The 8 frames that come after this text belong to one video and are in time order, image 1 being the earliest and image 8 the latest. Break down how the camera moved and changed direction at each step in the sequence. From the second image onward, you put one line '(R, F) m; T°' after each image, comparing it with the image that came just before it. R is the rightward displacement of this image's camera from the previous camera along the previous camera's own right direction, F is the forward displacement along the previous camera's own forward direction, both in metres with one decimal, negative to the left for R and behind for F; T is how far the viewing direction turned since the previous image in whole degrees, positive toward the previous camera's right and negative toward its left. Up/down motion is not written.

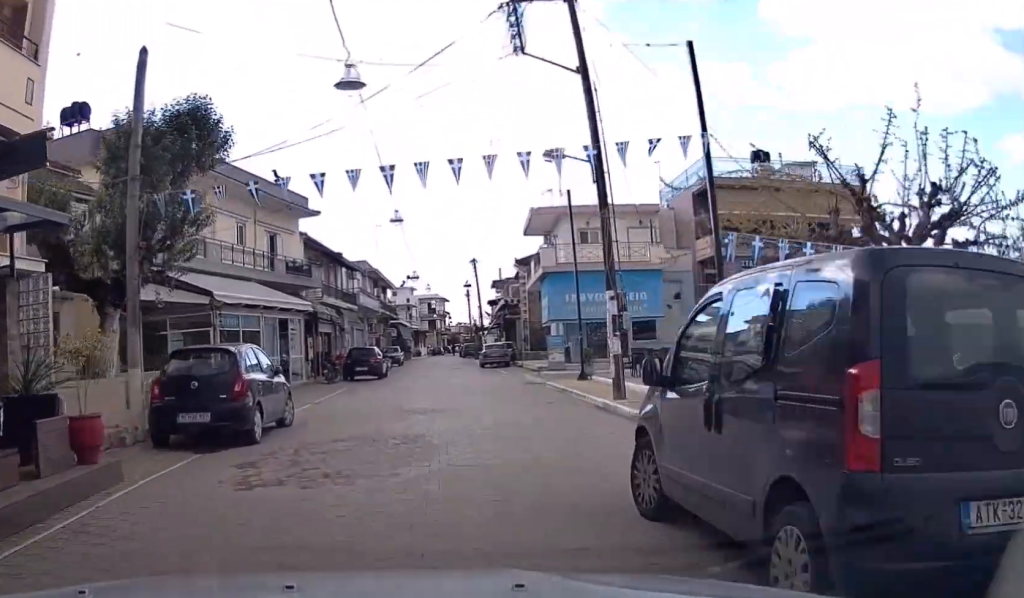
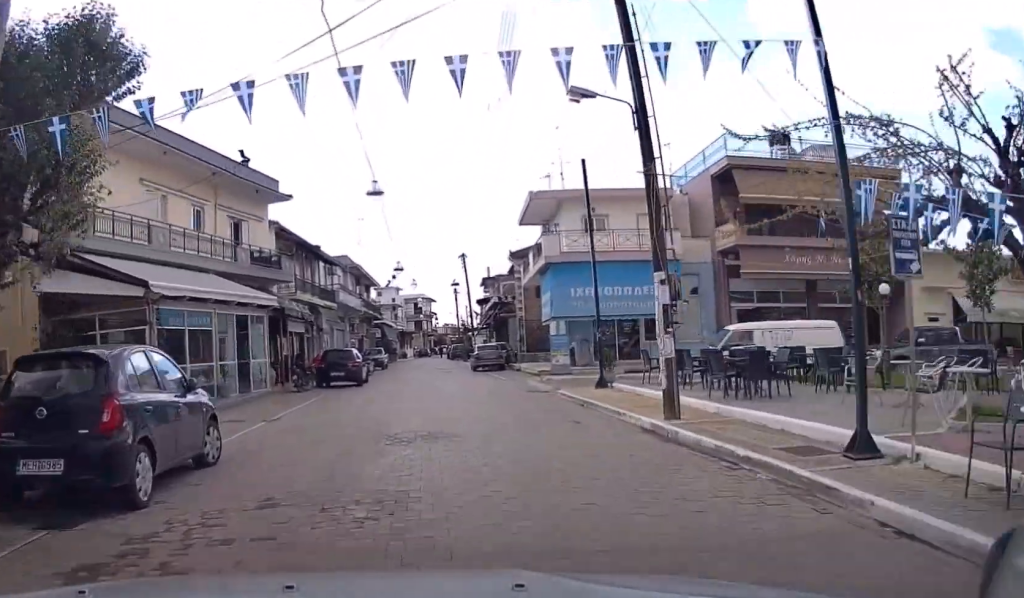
(-0.4, +4.4) m; 0°
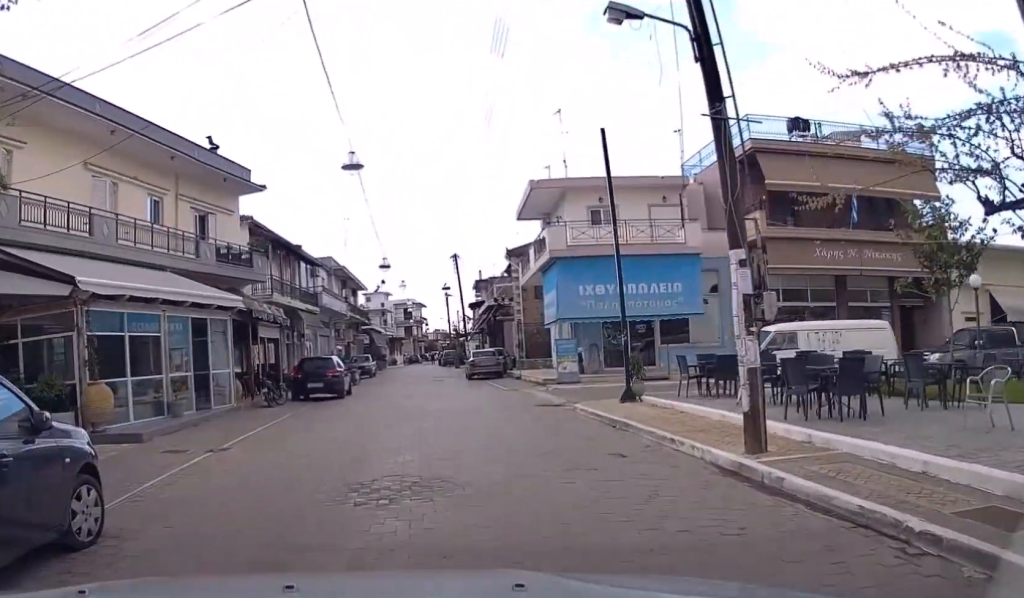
(-0.1, +3.6) m; +1°
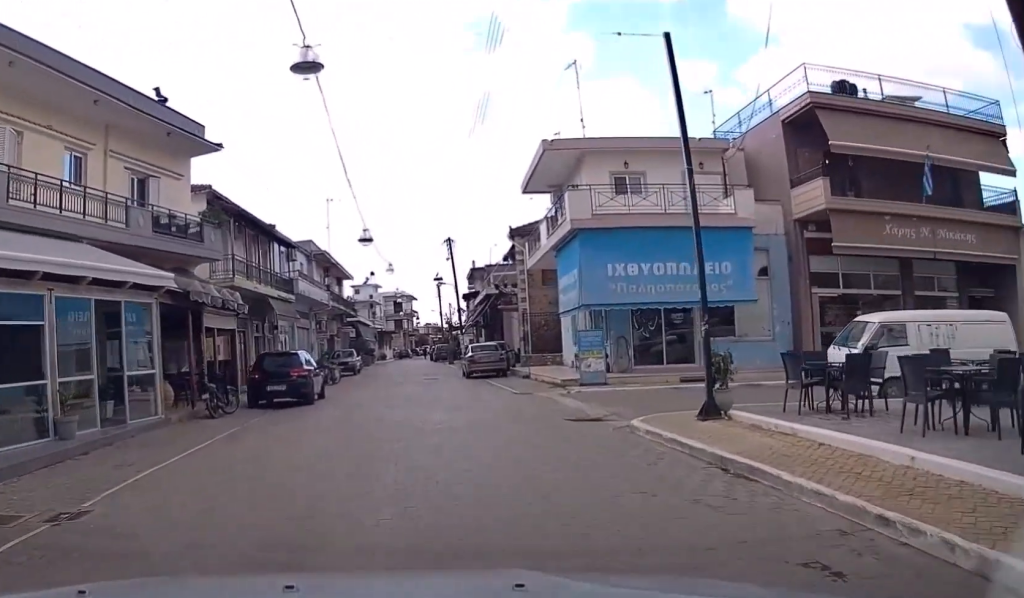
(+0.3, +5.2) m; +3°
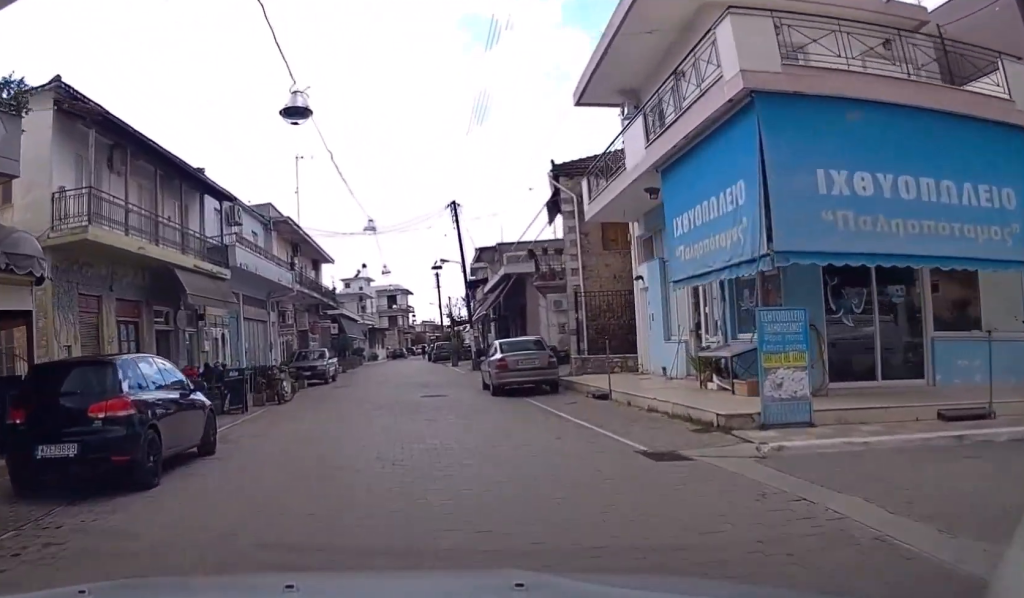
(+0.3, +12.0) m; +3°
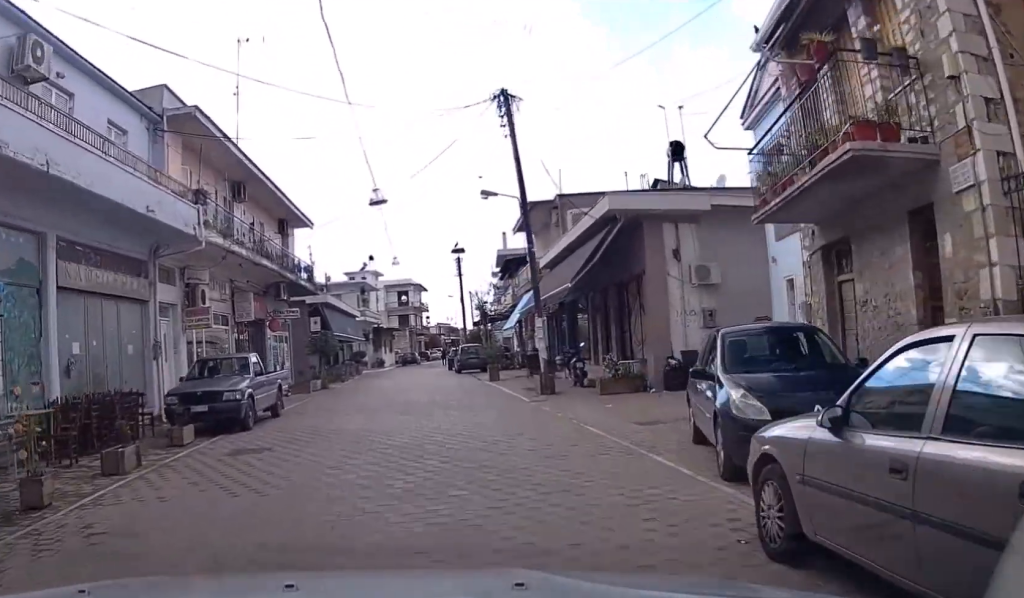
(+0.1, +17.1) m; -1°
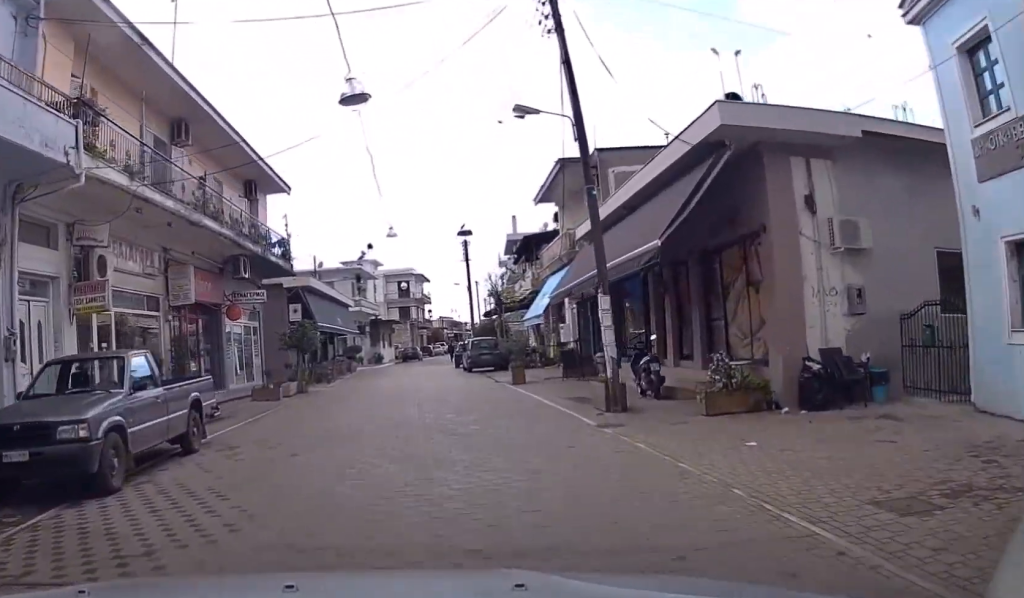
(0.0, +6.9) m; 0°
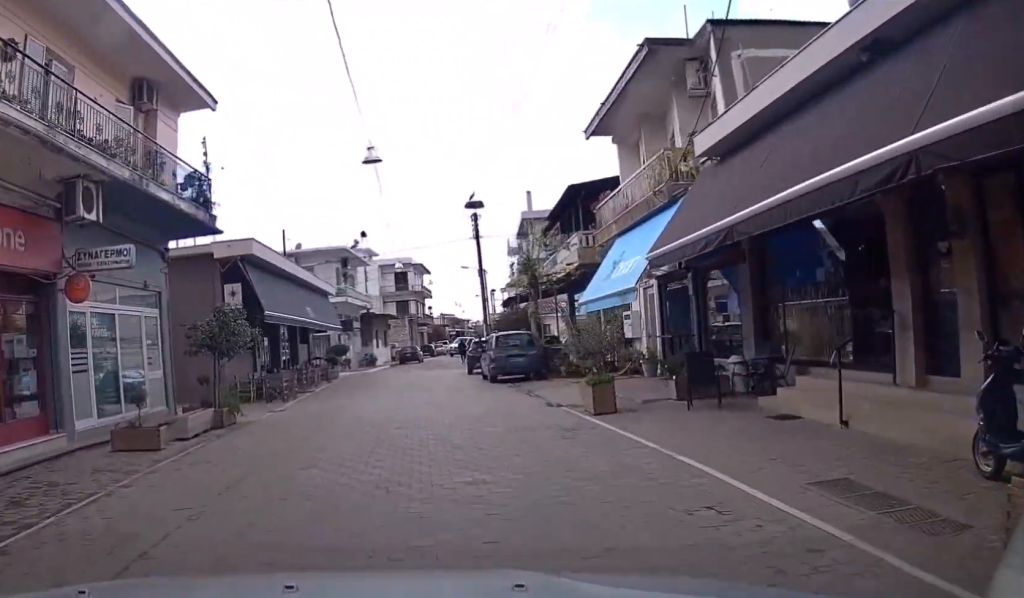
(+0.2, +11.1) m; +2°
